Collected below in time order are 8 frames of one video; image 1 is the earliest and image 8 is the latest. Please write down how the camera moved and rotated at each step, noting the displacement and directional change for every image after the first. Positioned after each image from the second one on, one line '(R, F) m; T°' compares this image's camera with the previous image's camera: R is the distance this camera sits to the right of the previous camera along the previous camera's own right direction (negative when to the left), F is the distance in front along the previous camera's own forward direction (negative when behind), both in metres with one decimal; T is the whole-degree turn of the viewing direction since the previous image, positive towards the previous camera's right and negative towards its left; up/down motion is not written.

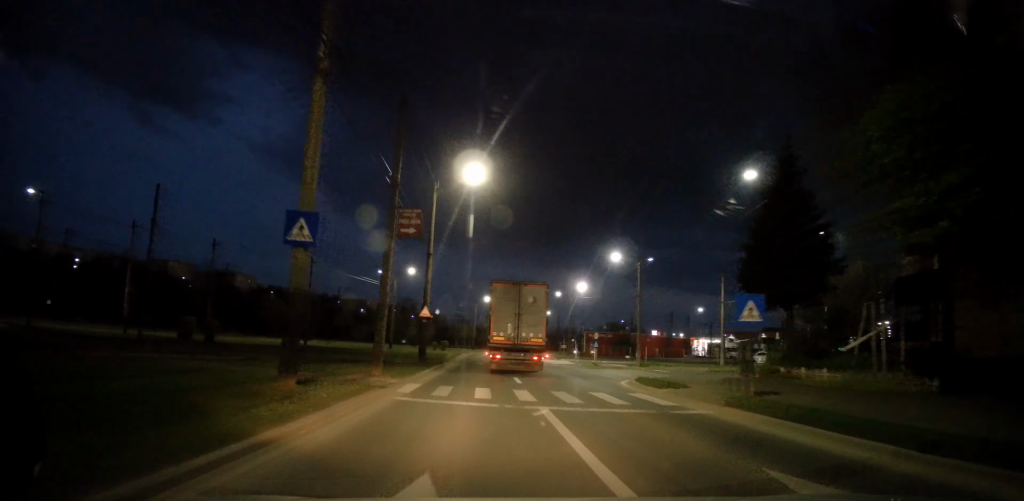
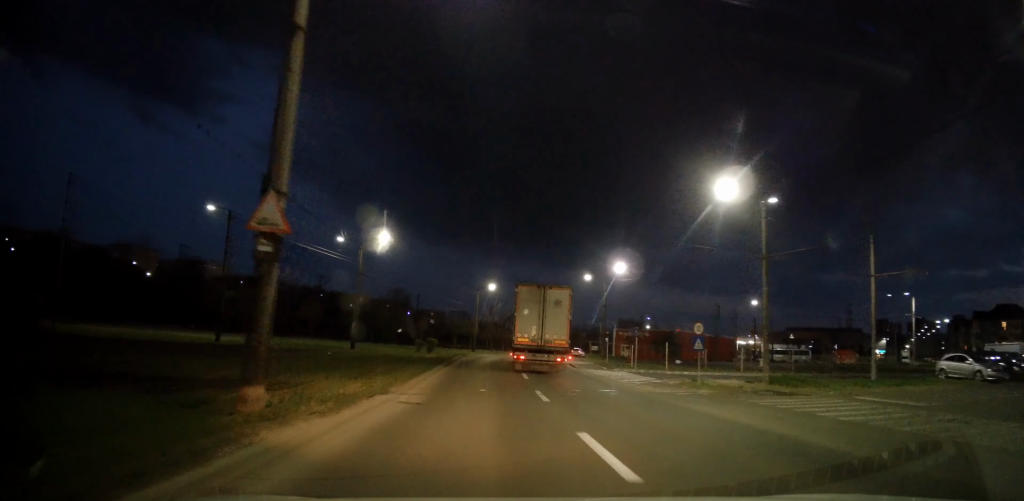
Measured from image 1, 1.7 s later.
(+0.1, +21.3) m; -1°
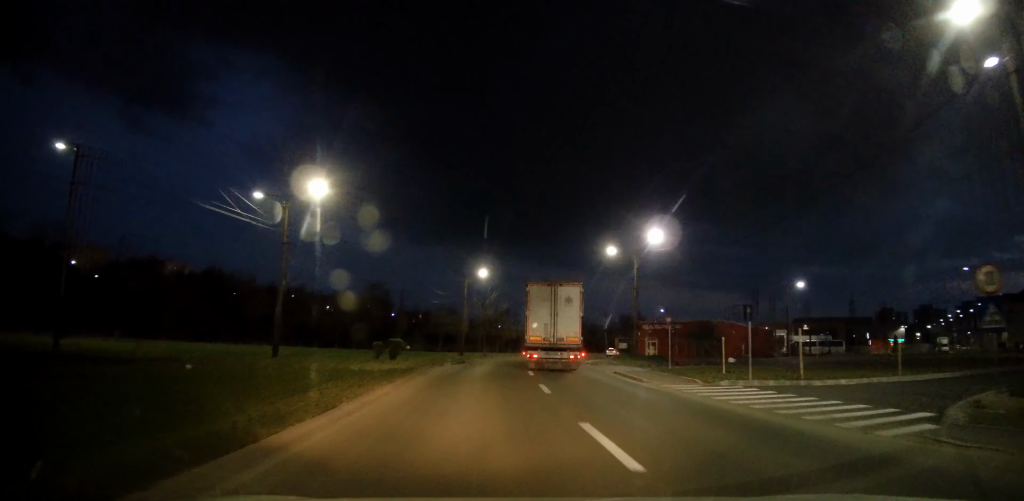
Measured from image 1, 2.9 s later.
(-0.3, +16.1) m; 0°
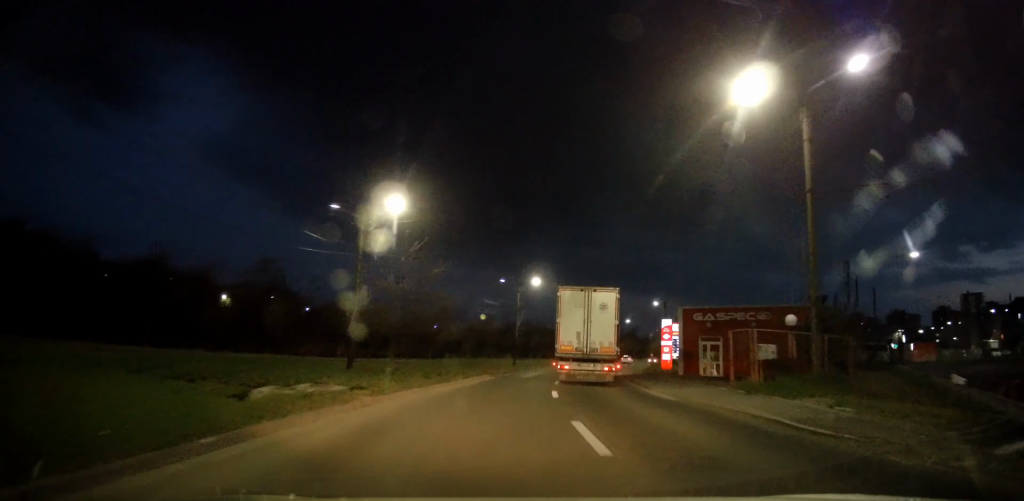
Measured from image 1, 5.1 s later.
(+1.5, +30.7) m; +7°
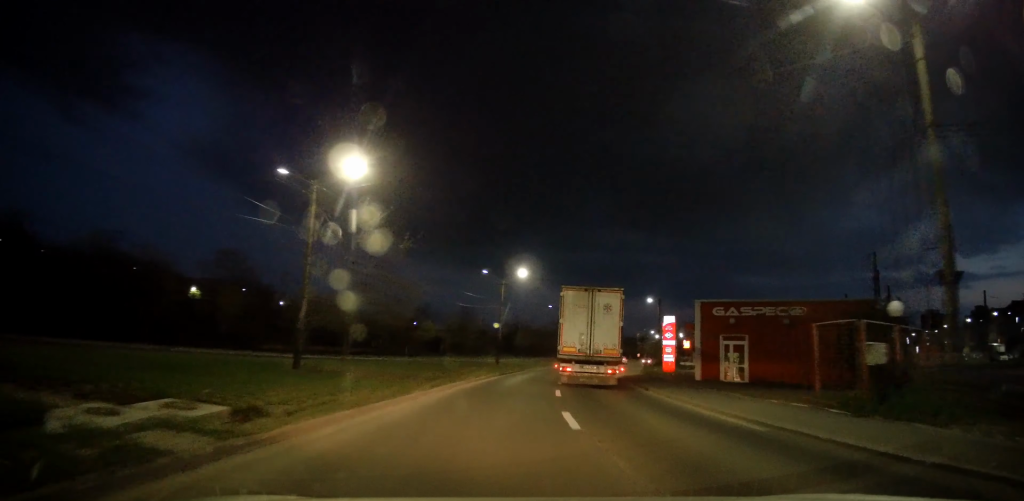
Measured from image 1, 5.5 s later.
(+0.1, +6.0) m; +2°
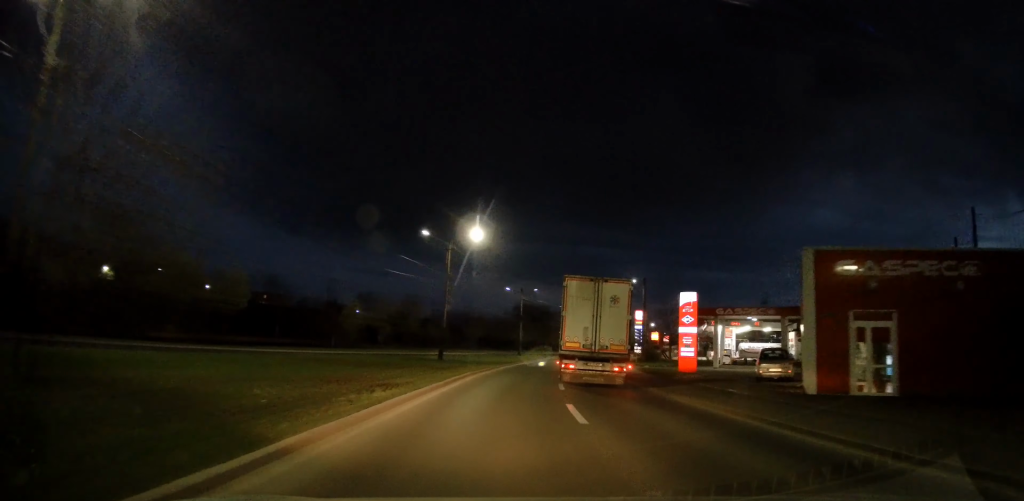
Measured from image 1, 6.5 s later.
(+0.5, +14.9) m; +4°
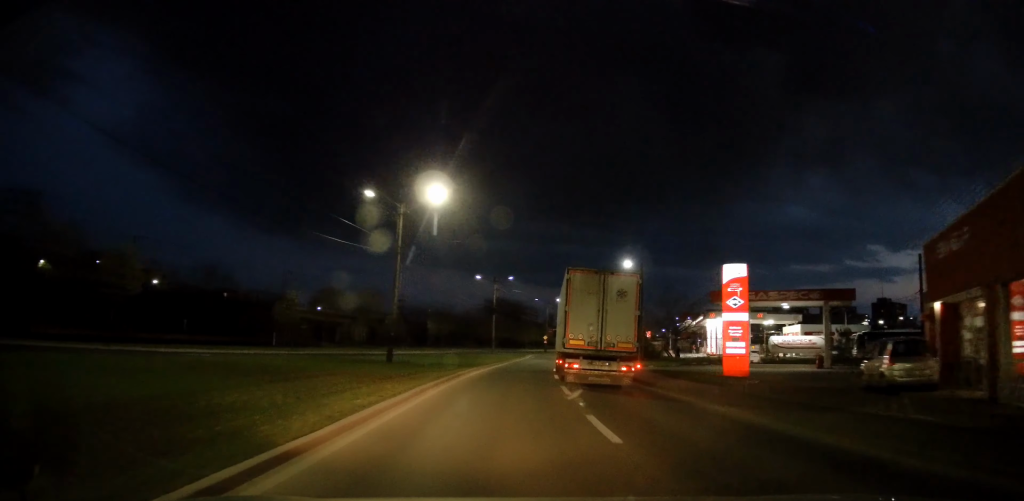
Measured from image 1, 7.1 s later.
(0.0, +10.1) m; +4°
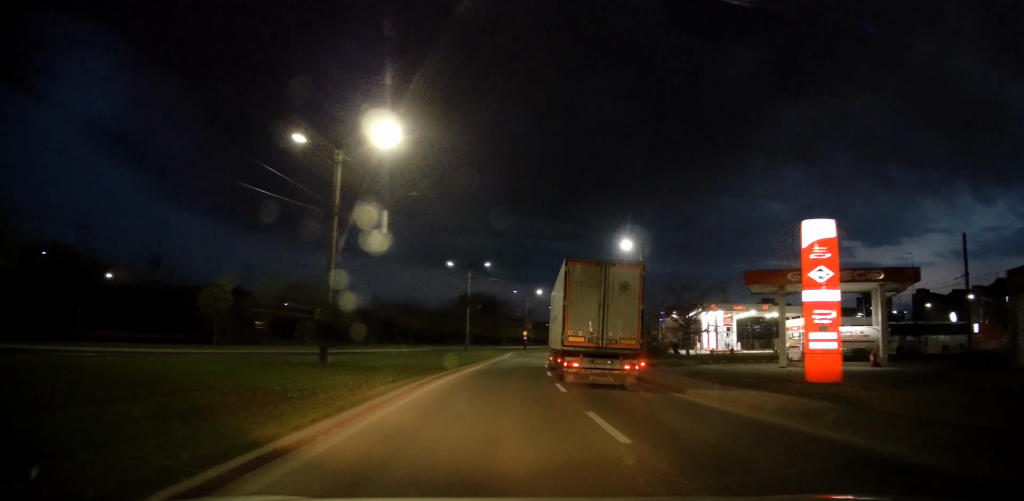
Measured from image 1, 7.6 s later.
(+0.4, +8.1) m; +3°
